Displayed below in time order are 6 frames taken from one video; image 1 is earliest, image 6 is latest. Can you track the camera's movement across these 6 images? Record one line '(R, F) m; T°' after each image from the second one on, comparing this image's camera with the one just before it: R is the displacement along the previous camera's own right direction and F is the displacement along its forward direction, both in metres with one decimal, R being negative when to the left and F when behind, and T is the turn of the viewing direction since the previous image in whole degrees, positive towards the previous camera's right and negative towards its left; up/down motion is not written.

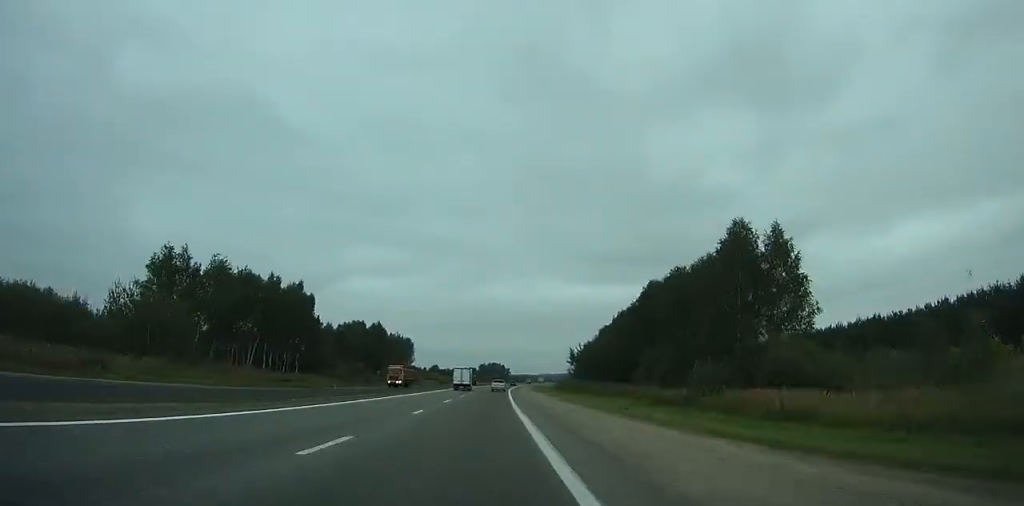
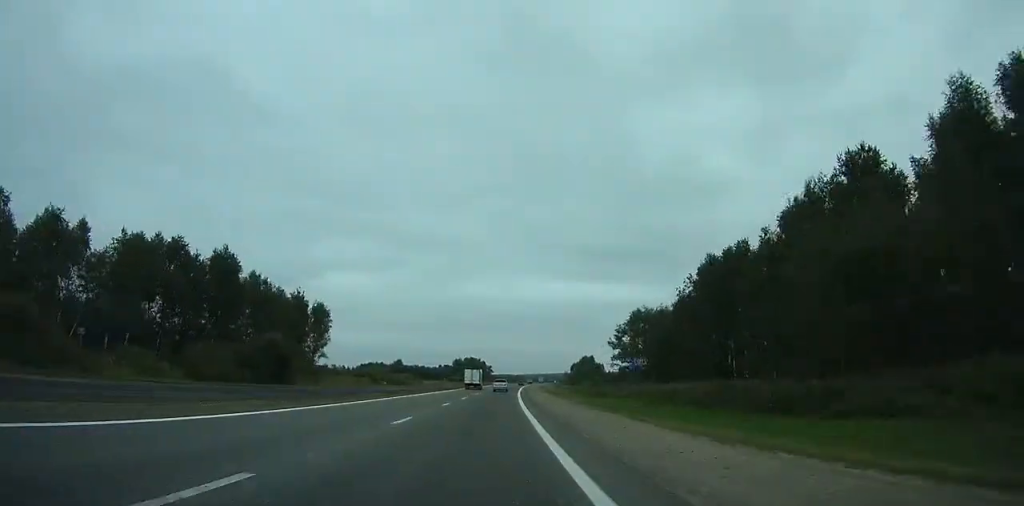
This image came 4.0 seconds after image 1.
(+0.5, +89.9) m; +1°
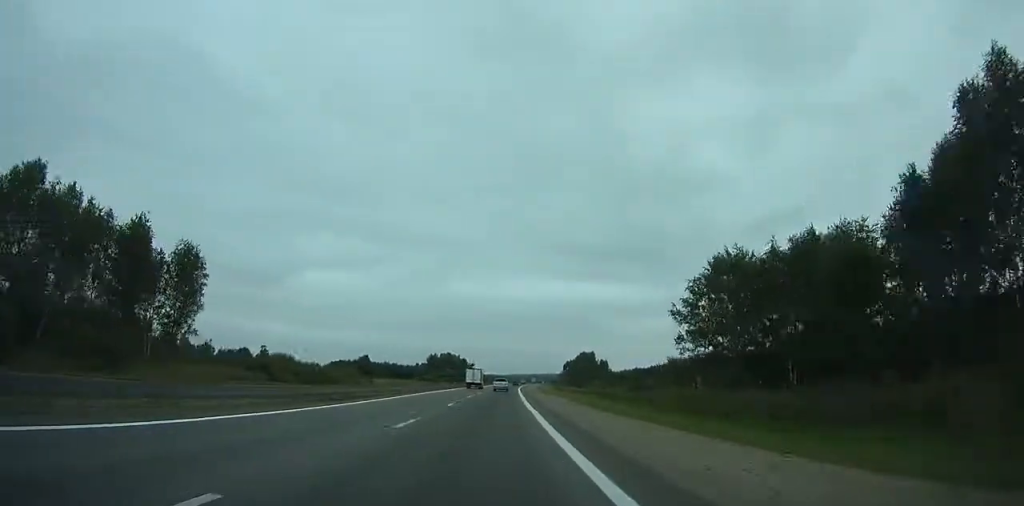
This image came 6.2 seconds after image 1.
(+0.3, +49.3) m; +1°
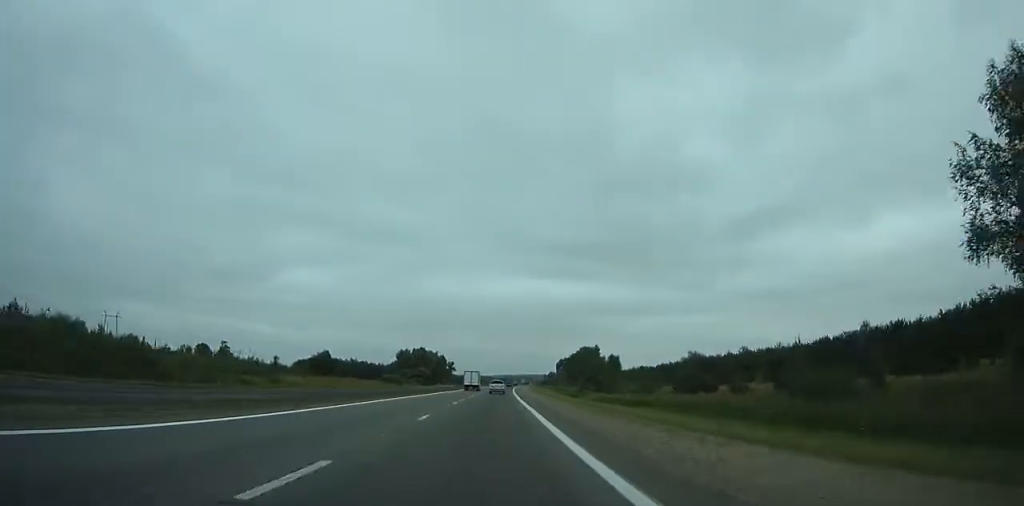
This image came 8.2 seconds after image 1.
(+0.5, +44.9) m; +1°
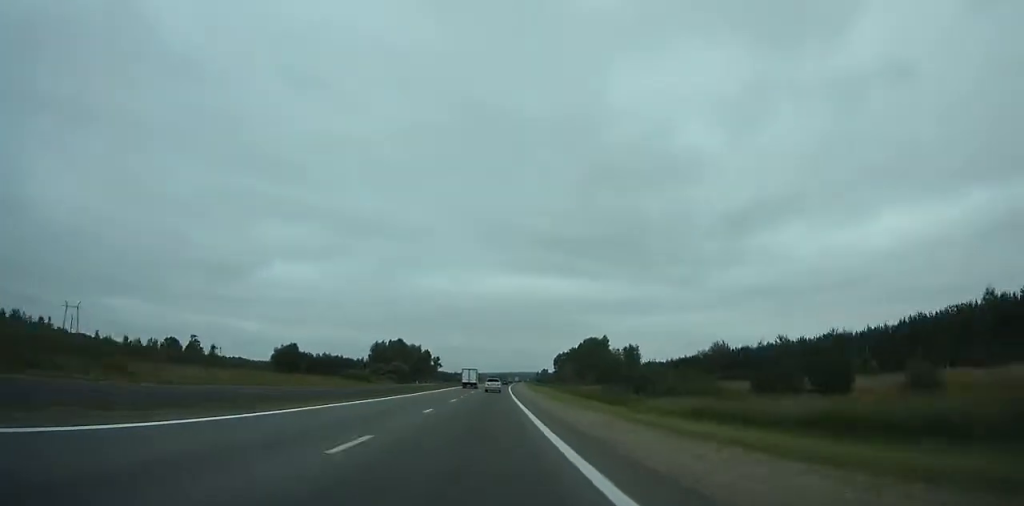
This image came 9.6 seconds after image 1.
(+0.3, +31.4) m; +1°
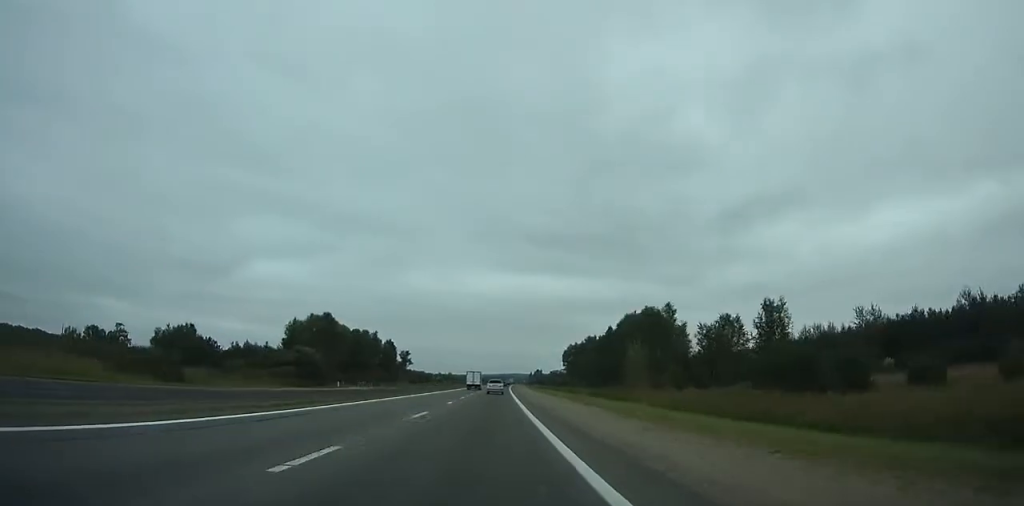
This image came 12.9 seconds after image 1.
(+1.5, +74.3) m; +2°
